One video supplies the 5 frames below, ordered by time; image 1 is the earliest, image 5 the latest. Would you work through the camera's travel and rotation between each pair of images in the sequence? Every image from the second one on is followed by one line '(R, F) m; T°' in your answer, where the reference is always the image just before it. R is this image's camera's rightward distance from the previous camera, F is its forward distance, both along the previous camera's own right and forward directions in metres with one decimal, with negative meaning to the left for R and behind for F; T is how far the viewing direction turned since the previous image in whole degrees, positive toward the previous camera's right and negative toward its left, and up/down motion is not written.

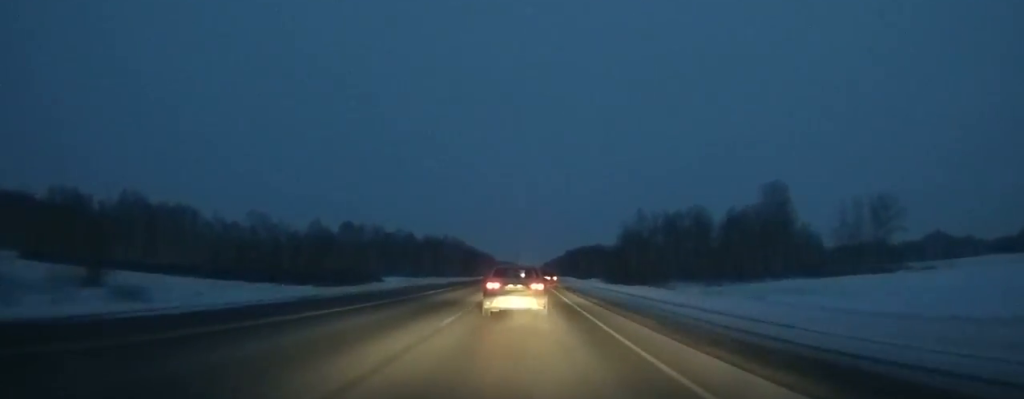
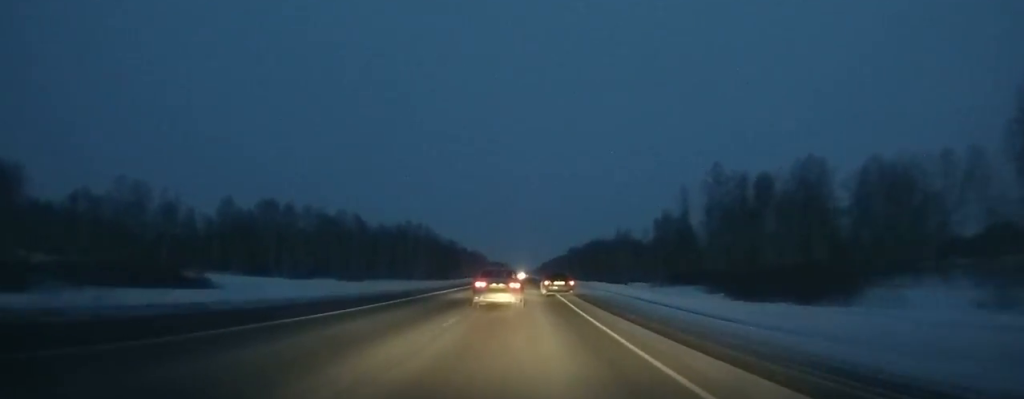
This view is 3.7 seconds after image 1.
(+0.1, +86.2) m; 0°
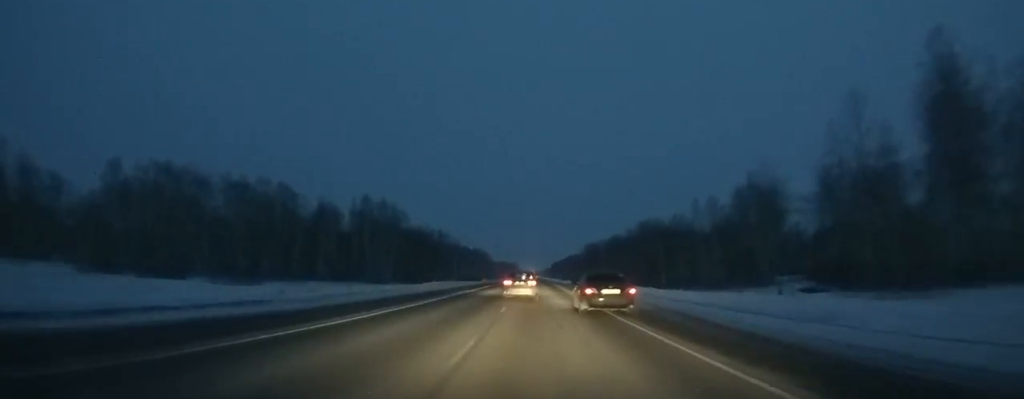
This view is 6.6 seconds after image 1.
(-0.3, +68.5) m; 0°
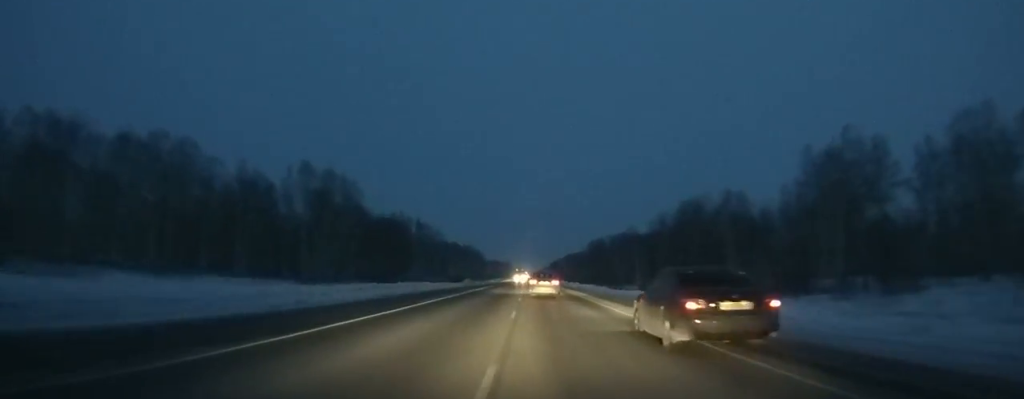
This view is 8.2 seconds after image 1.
(-0.1, +38.3) m; 0°
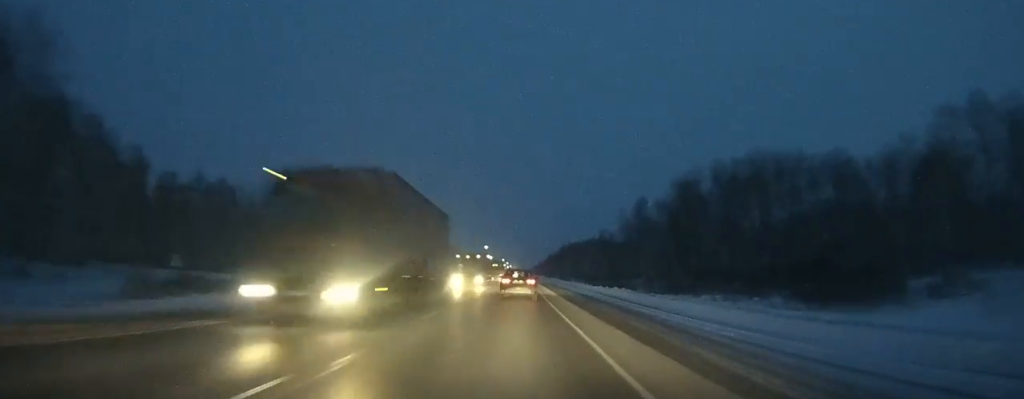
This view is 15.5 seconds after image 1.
(+0.5, +178.0) m; -1°
